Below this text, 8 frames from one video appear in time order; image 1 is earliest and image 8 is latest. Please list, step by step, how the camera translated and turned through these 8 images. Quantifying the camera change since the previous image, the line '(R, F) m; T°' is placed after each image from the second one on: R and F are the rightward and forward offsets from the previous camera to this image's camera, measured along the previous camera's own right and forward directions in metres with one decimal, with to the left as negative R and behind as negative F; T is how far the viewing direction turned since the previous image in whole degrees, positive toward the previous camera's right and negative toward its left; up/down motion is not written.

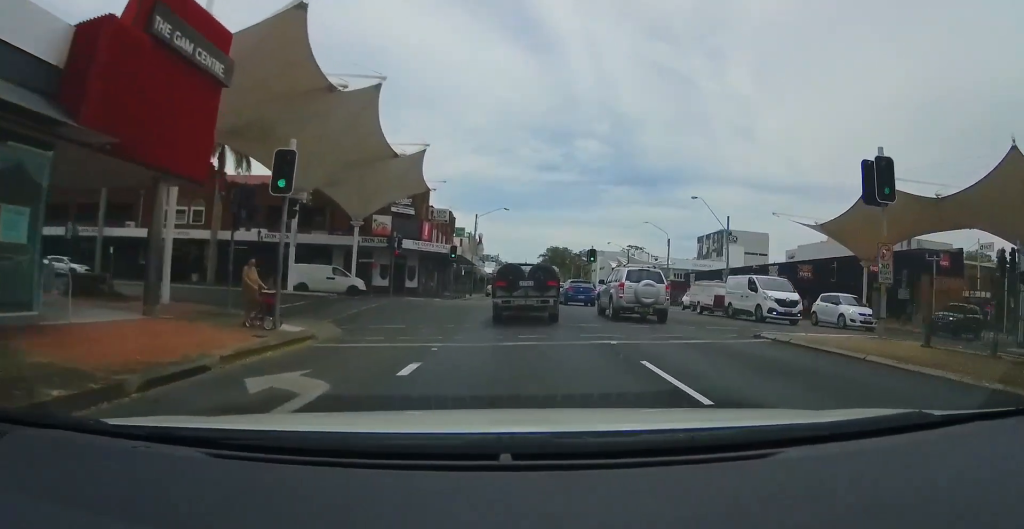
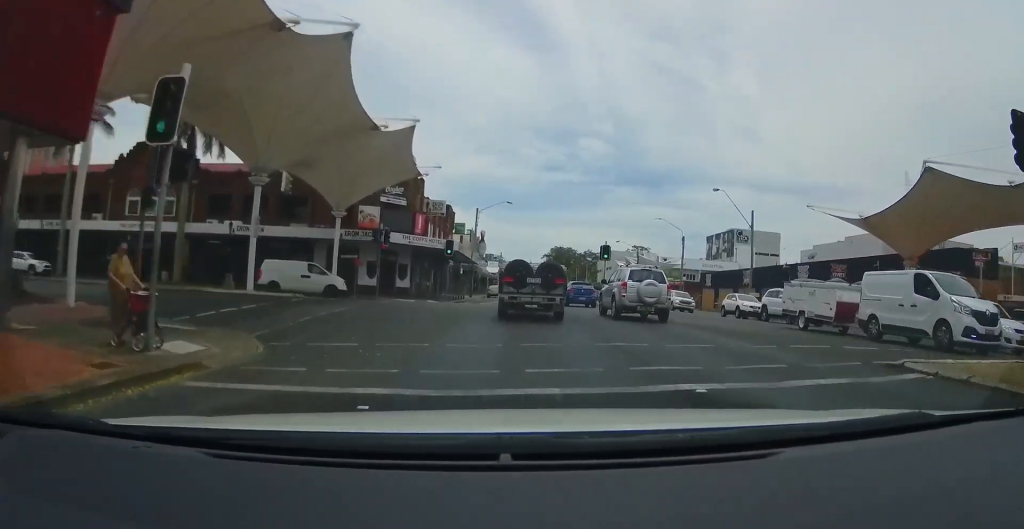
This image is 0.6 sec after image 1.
(+0.1, +5.3) m; 0°
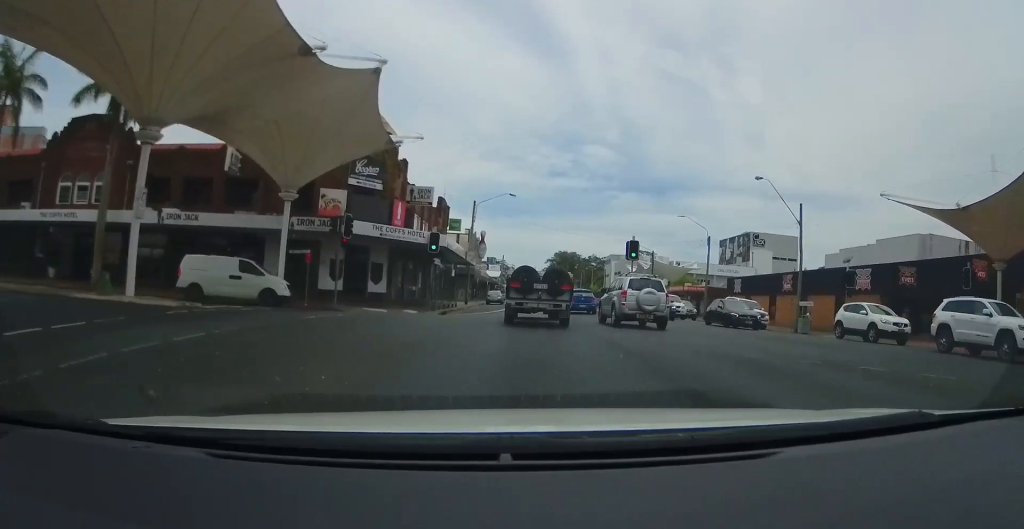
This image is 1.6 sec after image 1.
(-0.2, +9.1) m; 0°
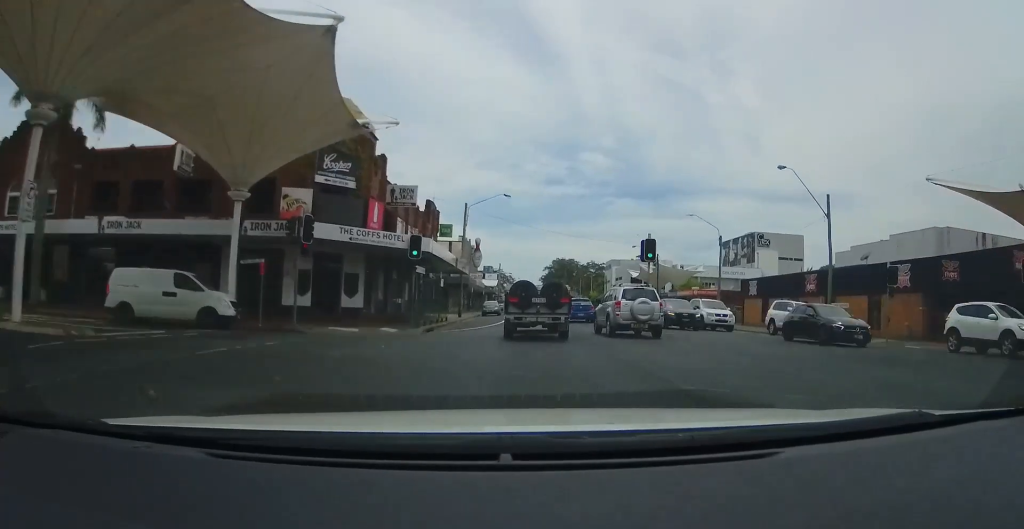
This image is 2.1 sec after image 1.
(+0.2, +4.9) m; 0°
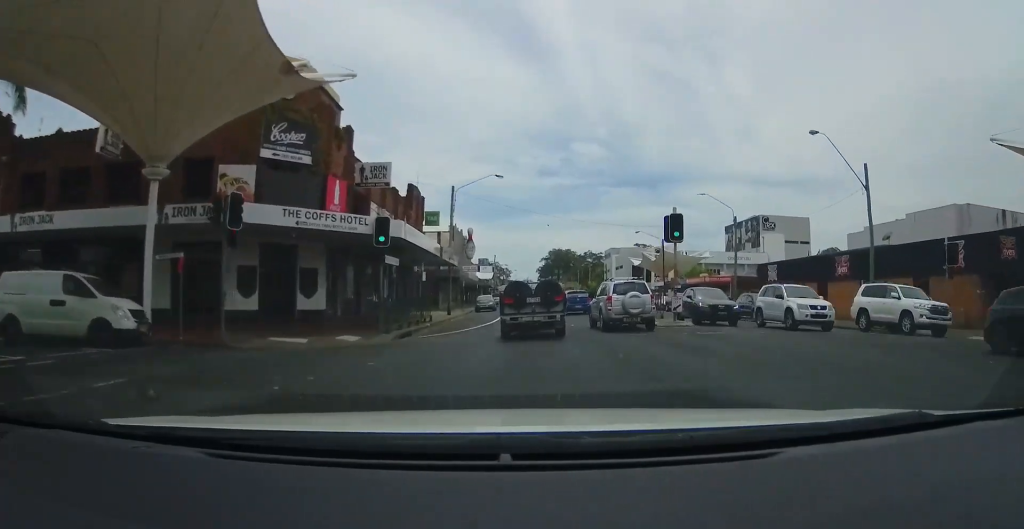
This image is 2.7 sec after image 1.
(+0.1, +5.6) m; 0°
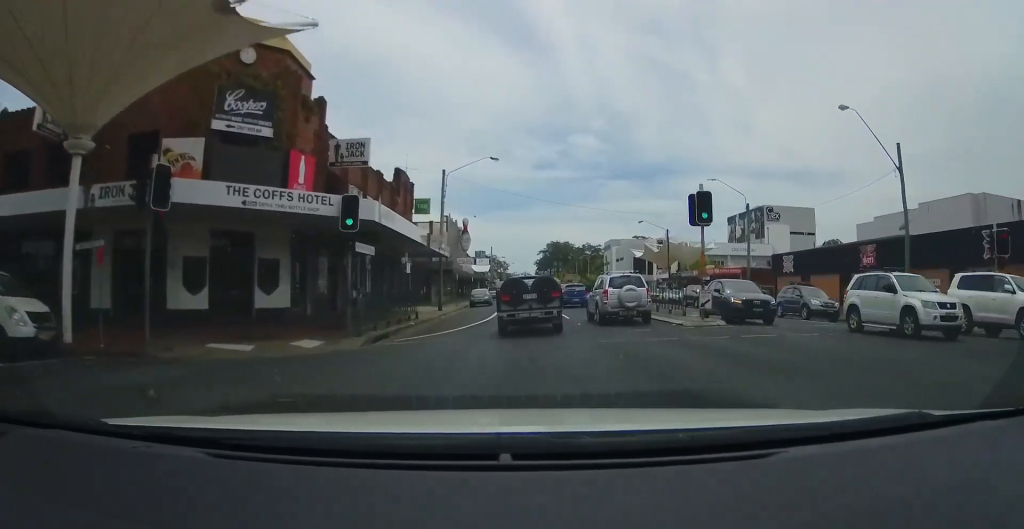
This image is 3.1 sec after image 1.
(-0.1, +3.8) m; 0°
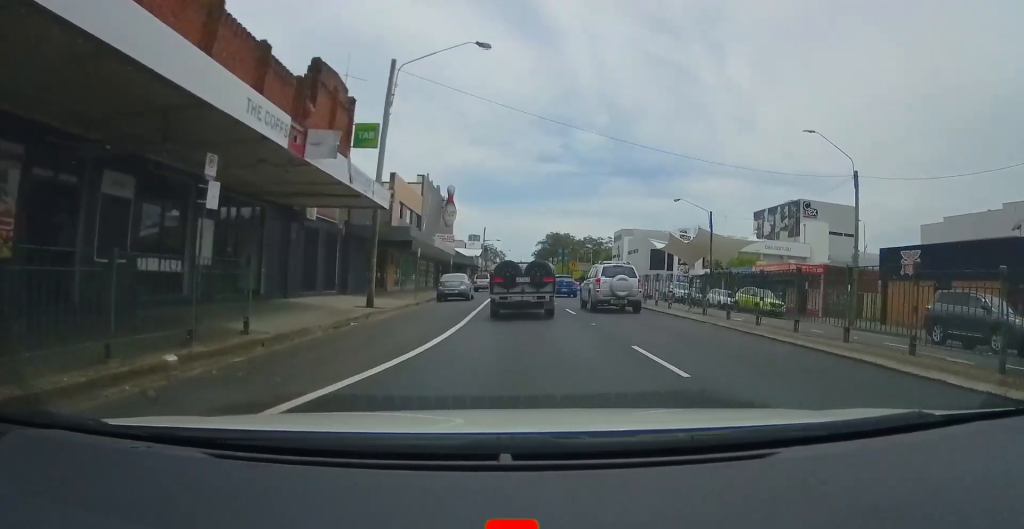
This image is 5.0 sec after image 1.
(+0.4, +17.8) m; +2°
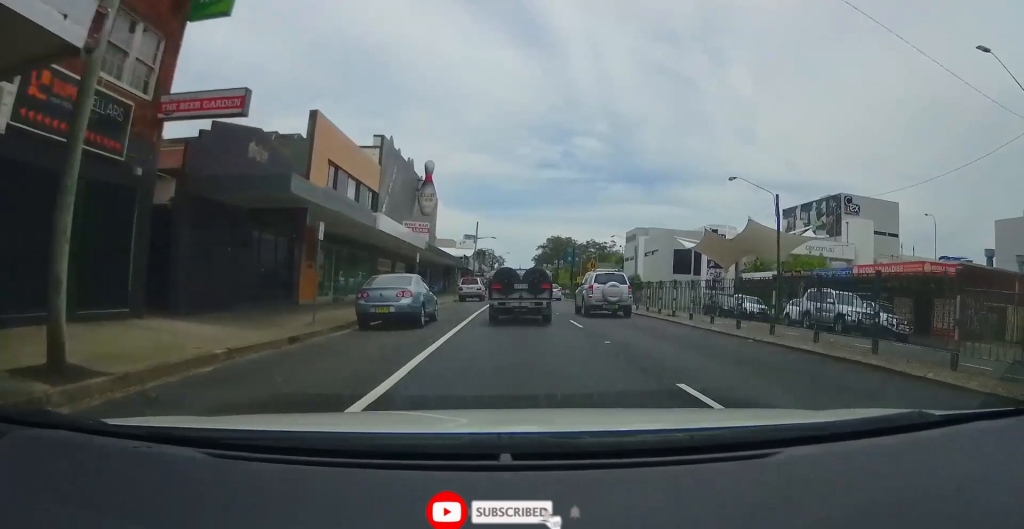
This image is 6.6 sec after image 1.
(0.0, +16.2) m; -2°
